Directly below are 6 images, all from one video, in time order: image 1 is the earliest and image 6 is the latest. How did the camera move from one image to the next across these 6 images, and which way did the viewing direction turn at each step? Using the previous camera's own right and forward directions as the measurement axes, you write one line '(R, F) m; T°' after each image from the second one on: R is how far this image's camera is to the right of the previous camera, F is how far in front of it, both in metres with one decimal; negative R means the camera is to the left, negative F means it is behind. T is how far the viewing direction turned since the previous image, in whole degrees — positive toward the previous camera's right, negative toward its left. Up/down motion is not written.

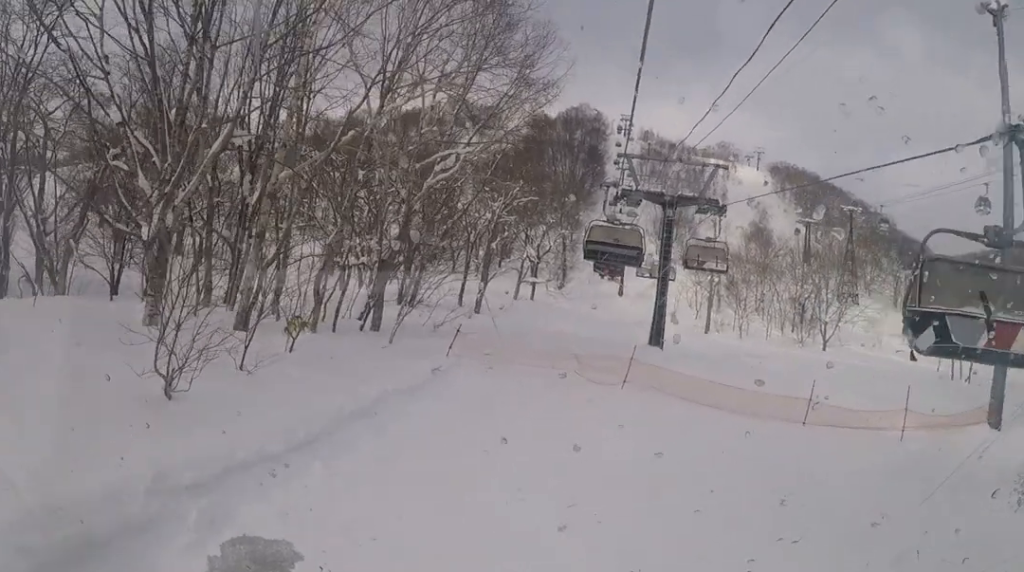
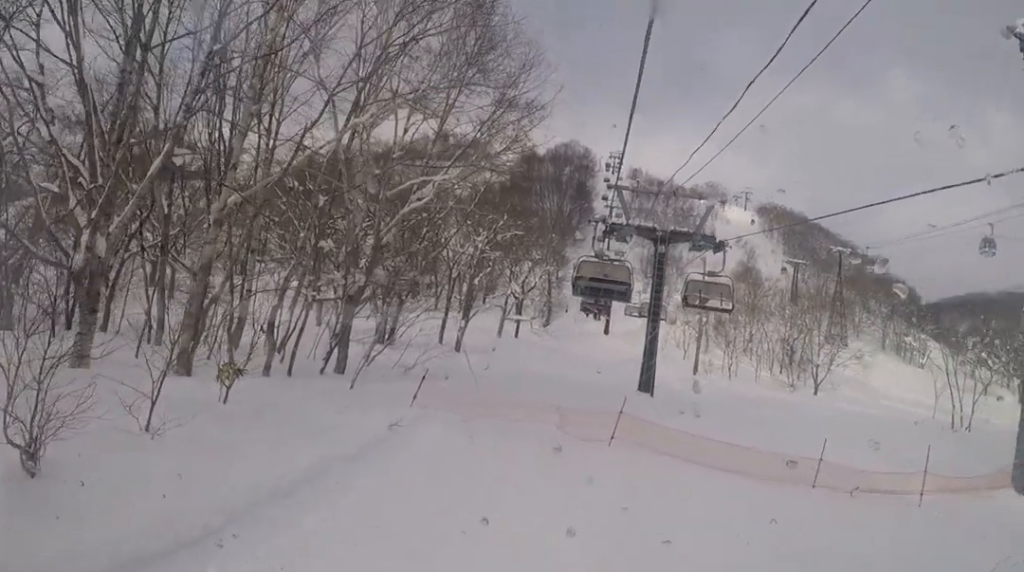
(-0.3, +3.1) m; -6°
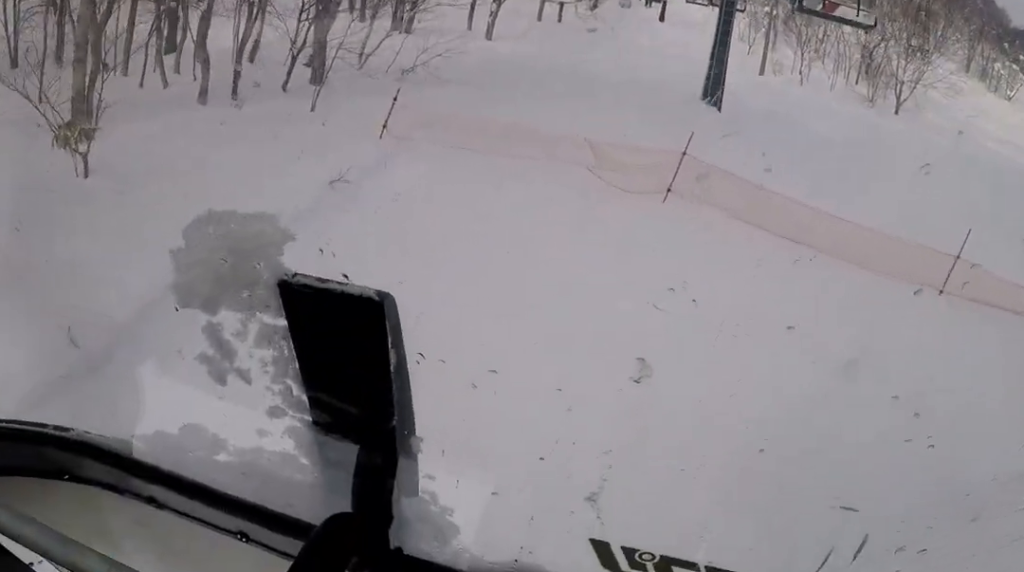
(+0.3, +6.5) m; +17°
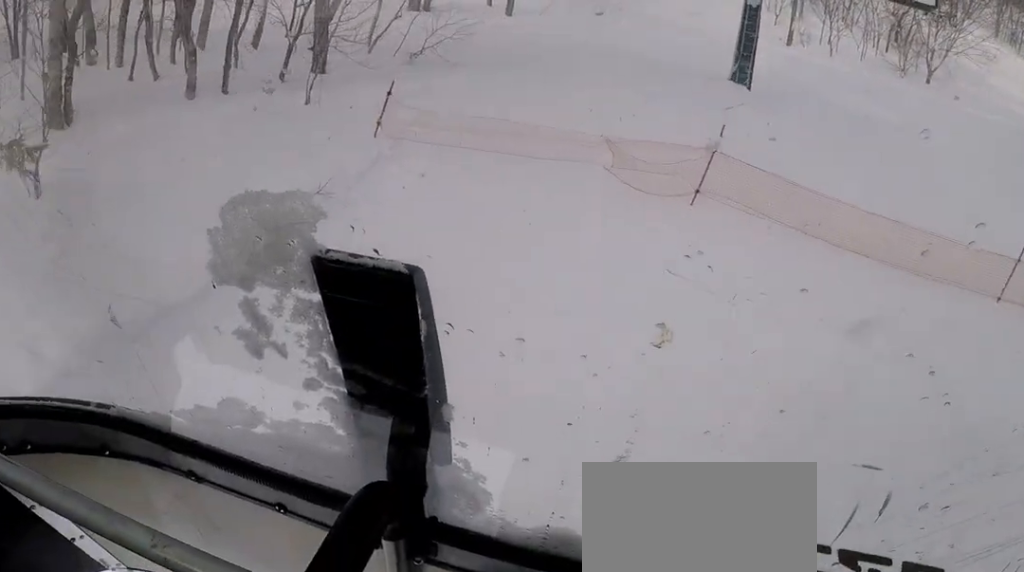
(+0.1, +1.8) m; -3°
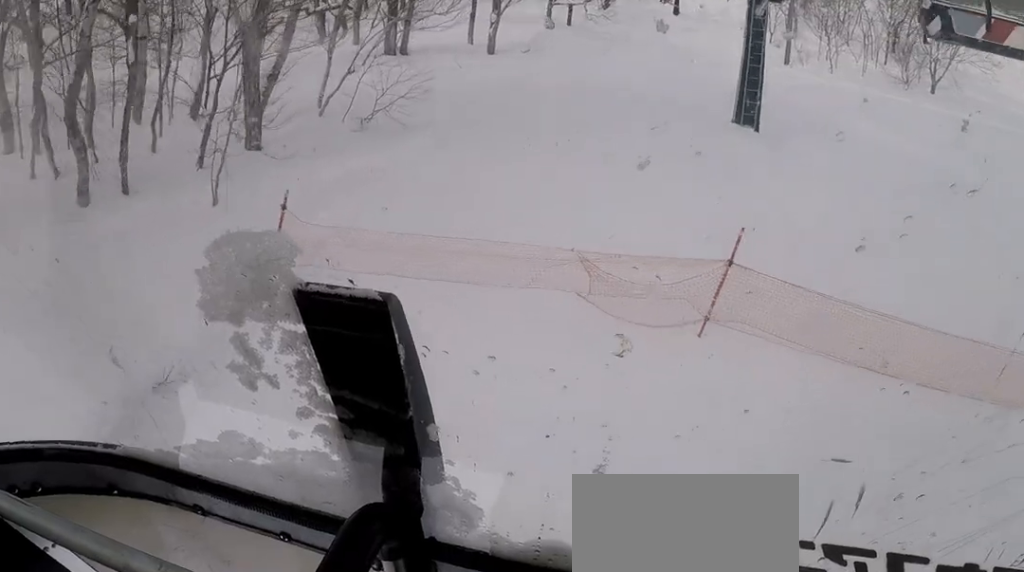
(-0.3, +3.7) m; -7°
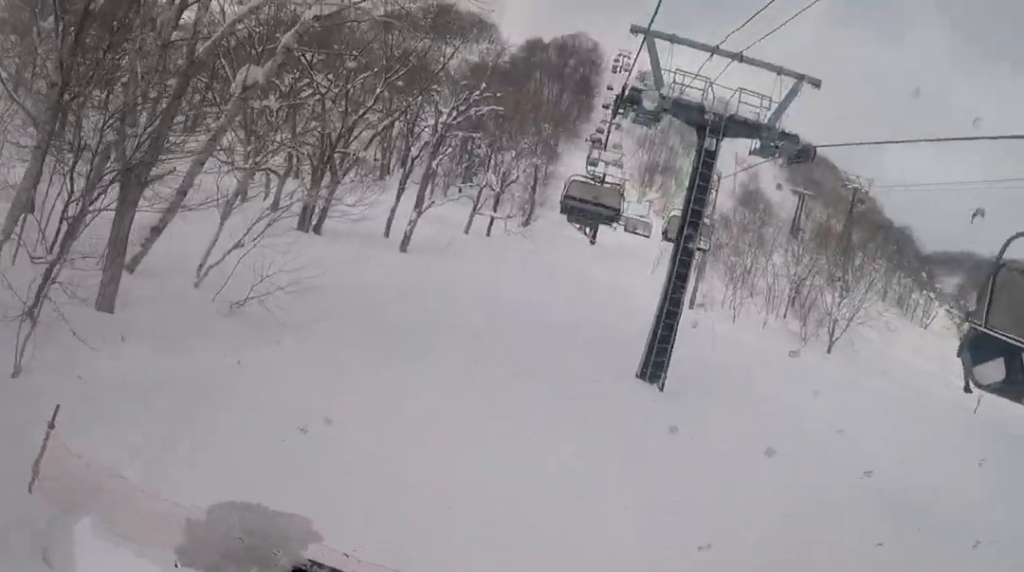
(-0.5, +2.4) m; +1°
